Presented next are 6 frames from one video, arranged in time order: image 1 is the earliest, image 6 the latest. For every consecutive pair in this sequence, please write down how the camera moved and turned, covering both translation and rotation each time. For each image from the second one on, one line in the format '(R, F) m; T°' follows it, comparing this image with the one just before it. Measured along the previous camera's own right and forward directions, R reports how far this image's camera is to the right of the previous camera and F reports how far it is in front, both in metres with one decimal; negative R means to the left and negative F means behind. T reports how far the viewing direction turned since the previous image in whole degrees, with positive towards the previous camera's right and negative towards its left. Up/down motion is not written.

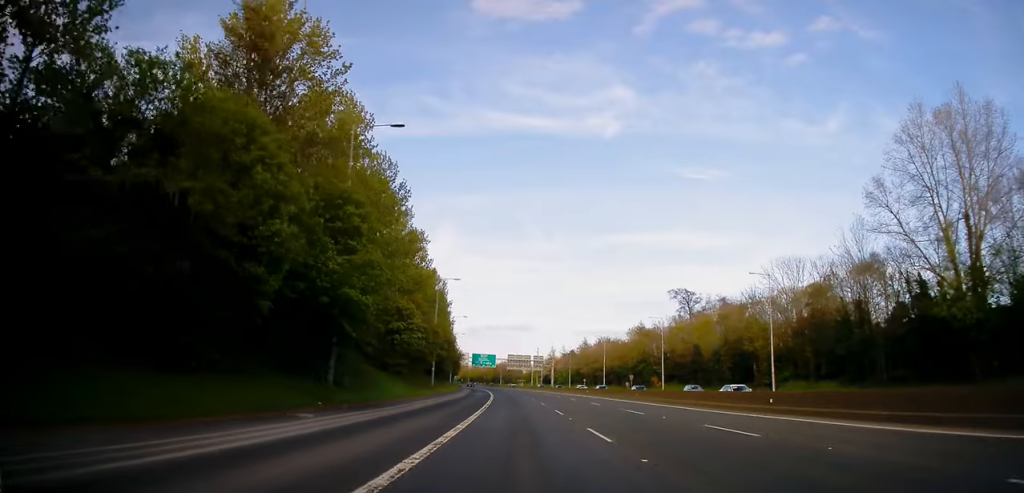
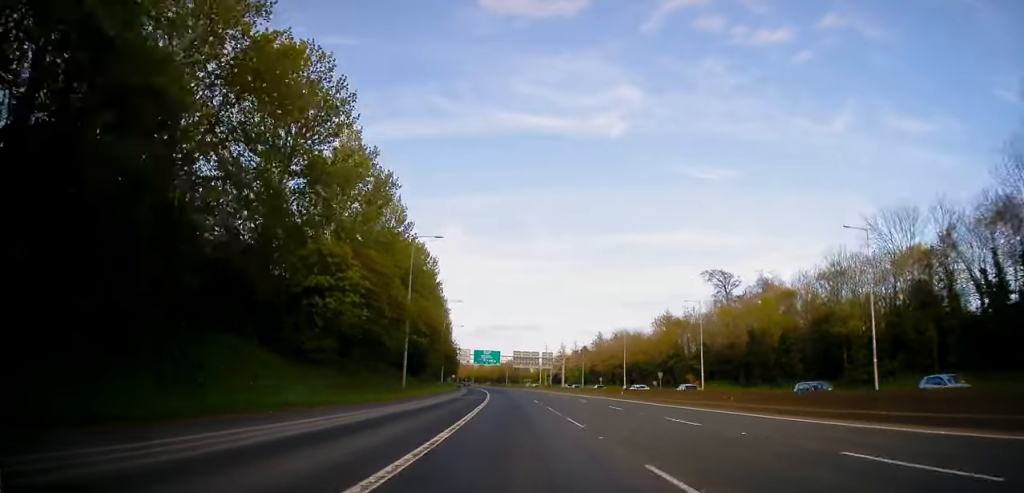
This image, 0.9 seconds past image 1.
(+0.5, +20.5) m; -1°
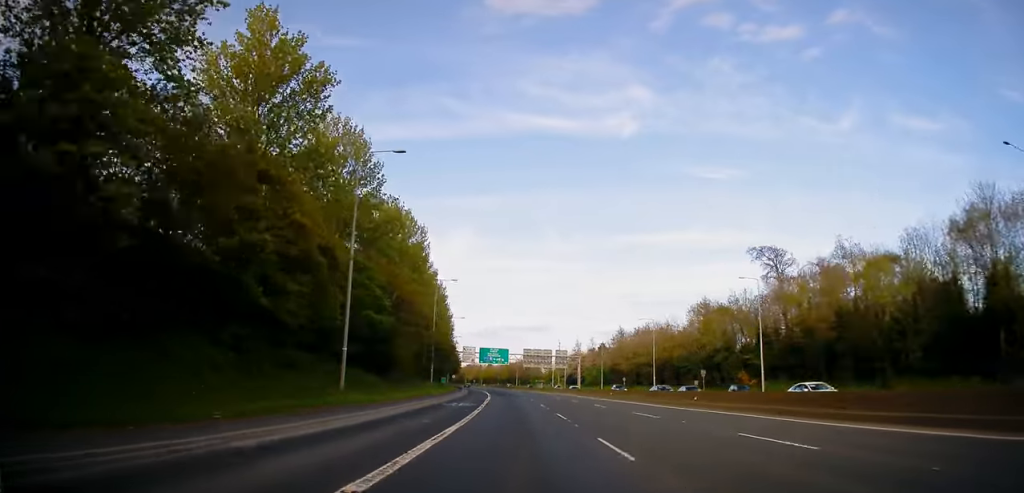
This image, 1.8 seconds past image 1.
(-0.8, +20.5) m; -1°
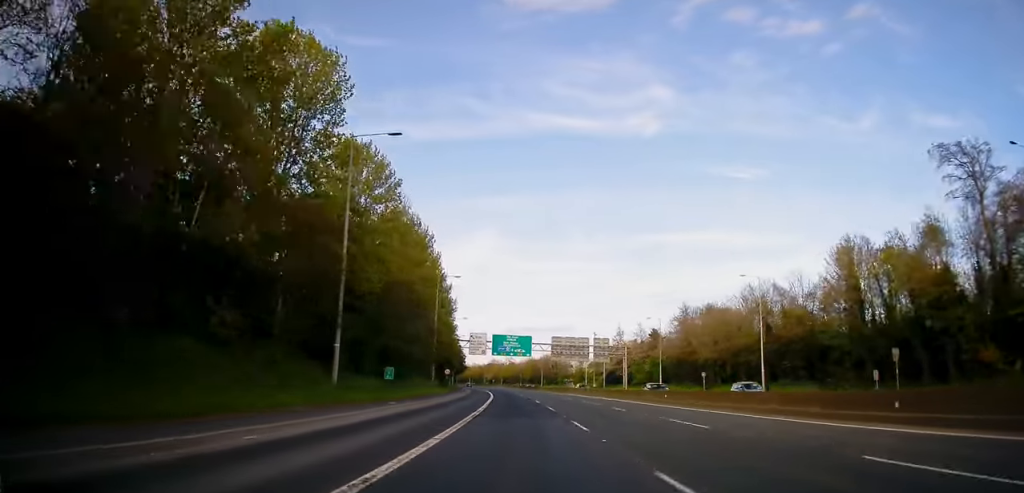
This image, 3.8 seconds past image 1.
(-0.3, +43.6) m; -2°
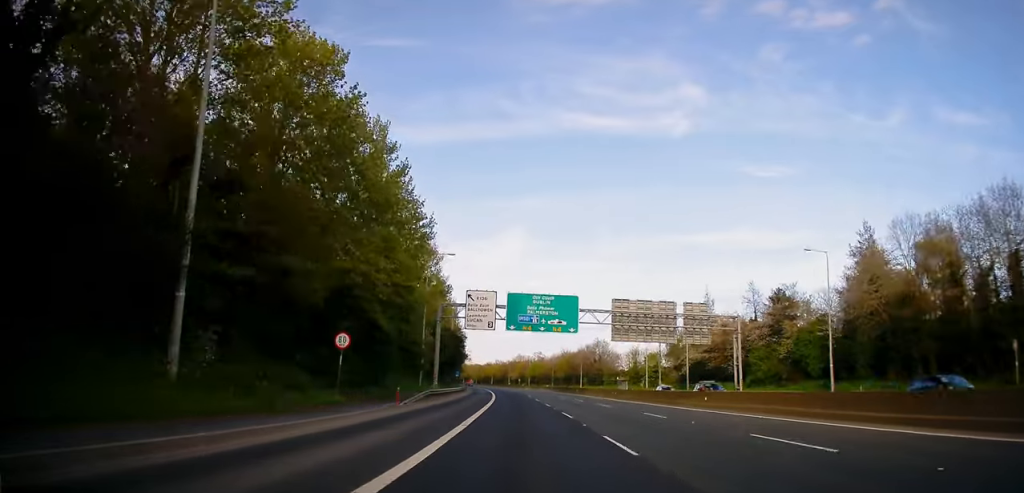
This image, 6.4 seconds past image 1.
(-1.4, +57.4) m; -2°
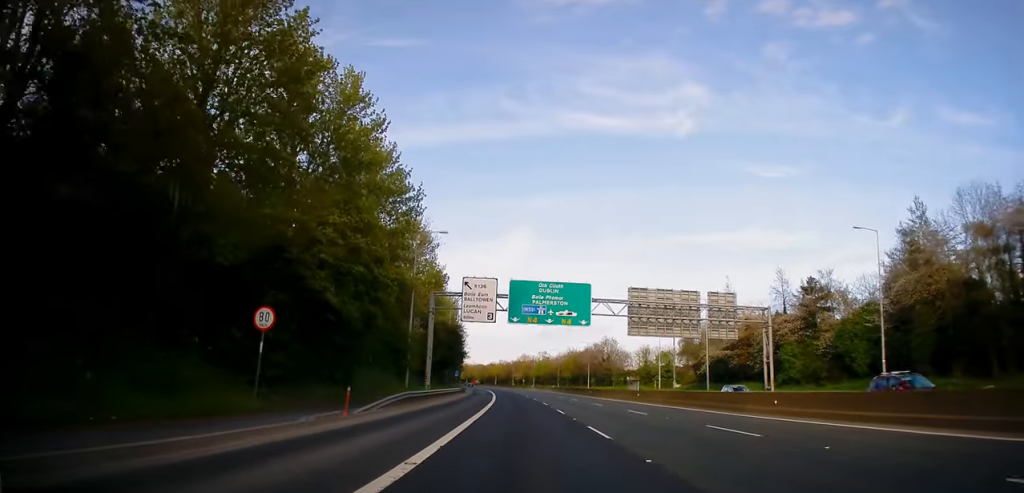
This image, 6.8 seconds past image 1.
(+0.2, +8.8) m; 0°
